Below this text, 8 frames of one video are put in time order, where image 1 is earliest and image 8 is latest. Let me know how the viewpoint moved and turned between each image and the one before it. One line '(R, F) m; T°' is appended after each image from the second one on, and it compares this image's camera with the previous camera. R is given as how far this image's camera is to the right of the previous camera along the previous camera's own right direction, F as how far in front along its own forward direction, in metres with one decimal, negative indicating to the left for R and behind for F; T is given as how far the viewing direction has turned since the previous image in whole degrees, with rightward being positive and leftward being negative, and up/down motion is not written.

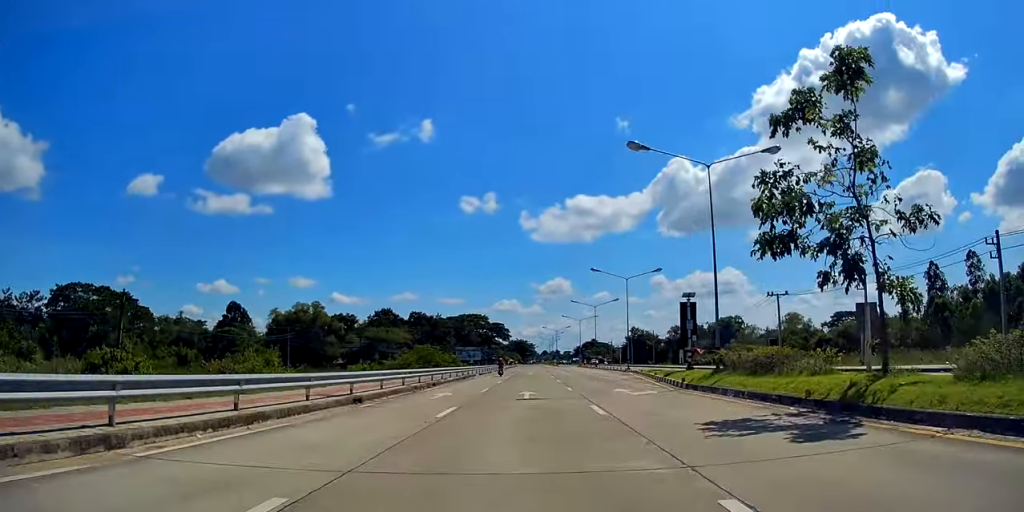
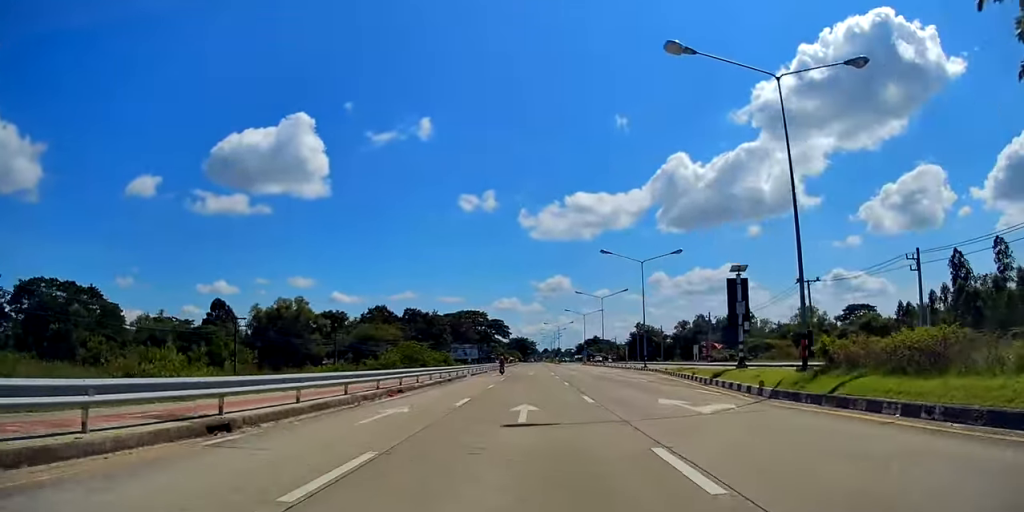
(+0.5, +8.8) m; 0°
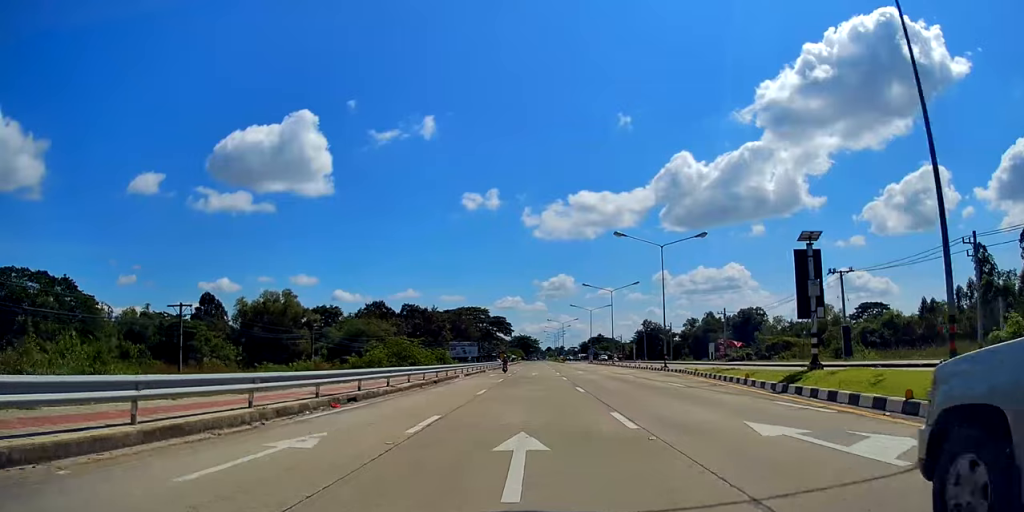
(0.0, +7.0) m; 0°
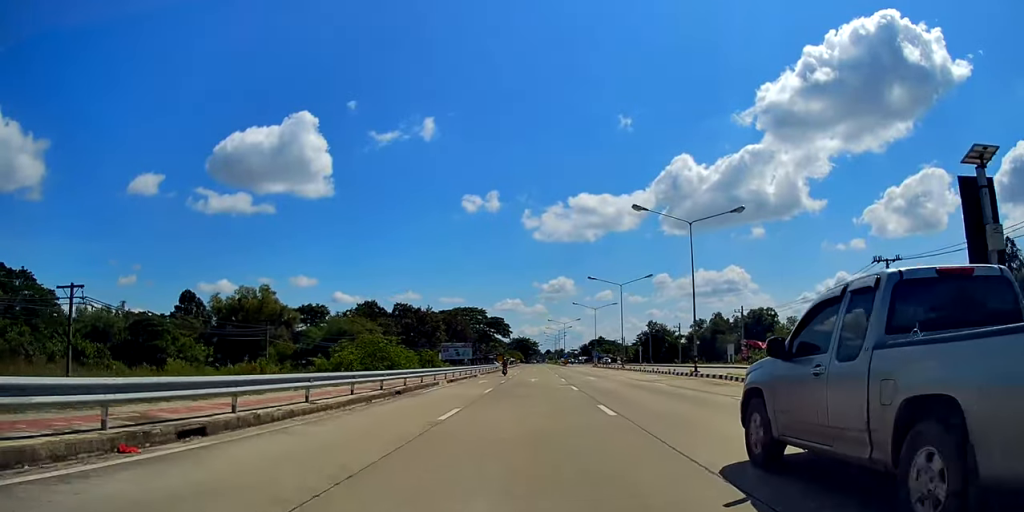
(-0.5, +8.9) m; 0°
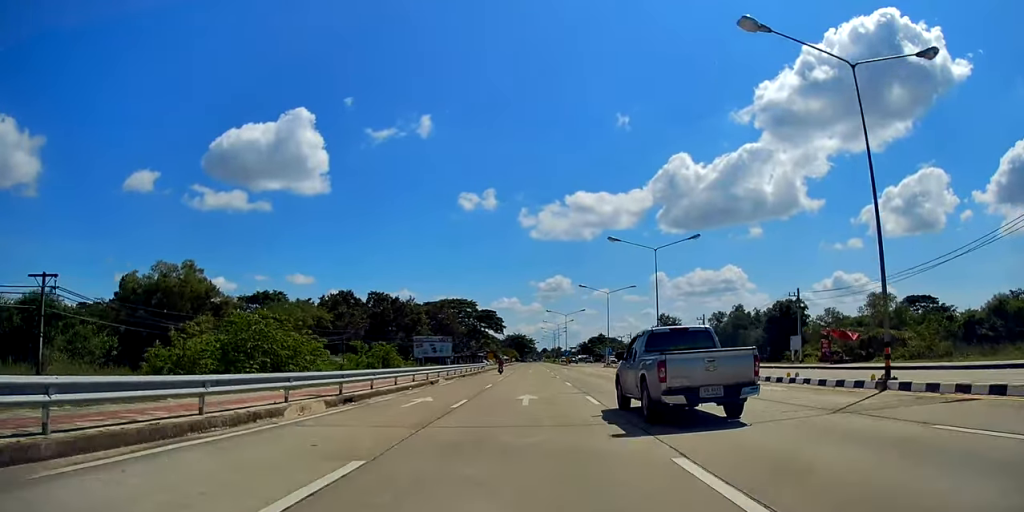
(+0.4, +21.7) m; 0°
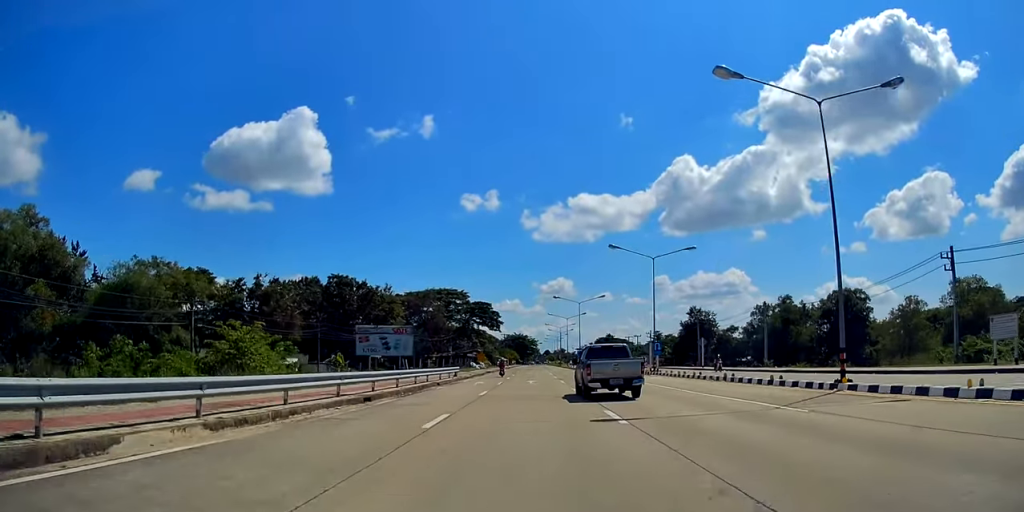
(+0.1, +29.3) m; -1°
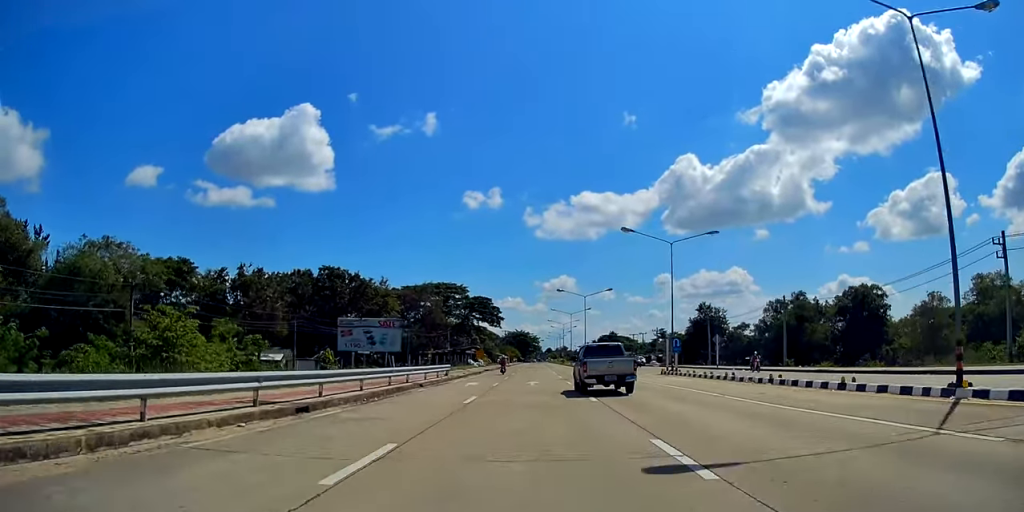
(-0.2, +6.2) m; -1°
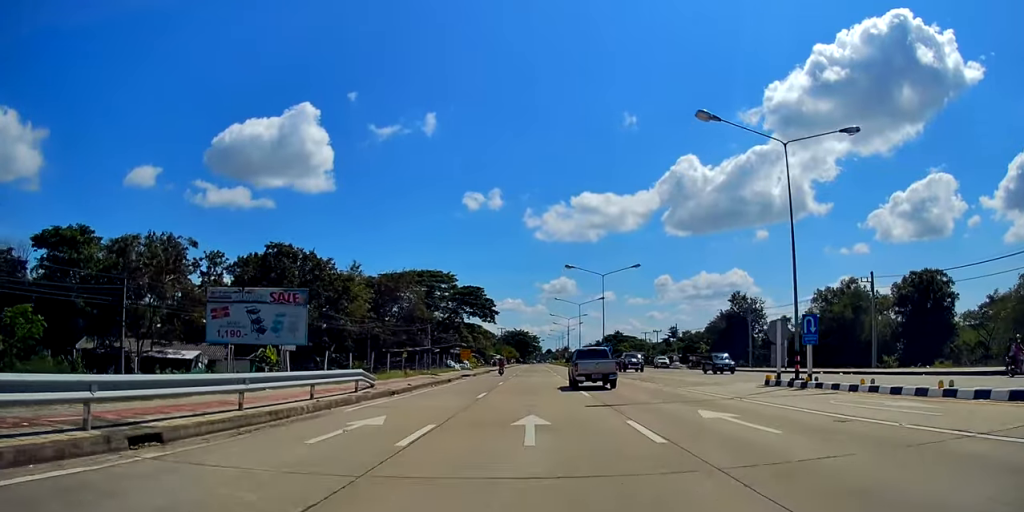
(+0.1, +21.2) m; +3°
